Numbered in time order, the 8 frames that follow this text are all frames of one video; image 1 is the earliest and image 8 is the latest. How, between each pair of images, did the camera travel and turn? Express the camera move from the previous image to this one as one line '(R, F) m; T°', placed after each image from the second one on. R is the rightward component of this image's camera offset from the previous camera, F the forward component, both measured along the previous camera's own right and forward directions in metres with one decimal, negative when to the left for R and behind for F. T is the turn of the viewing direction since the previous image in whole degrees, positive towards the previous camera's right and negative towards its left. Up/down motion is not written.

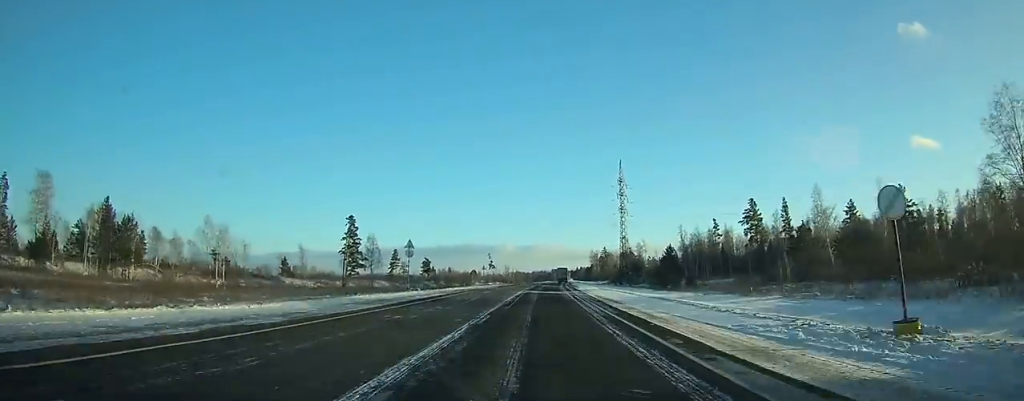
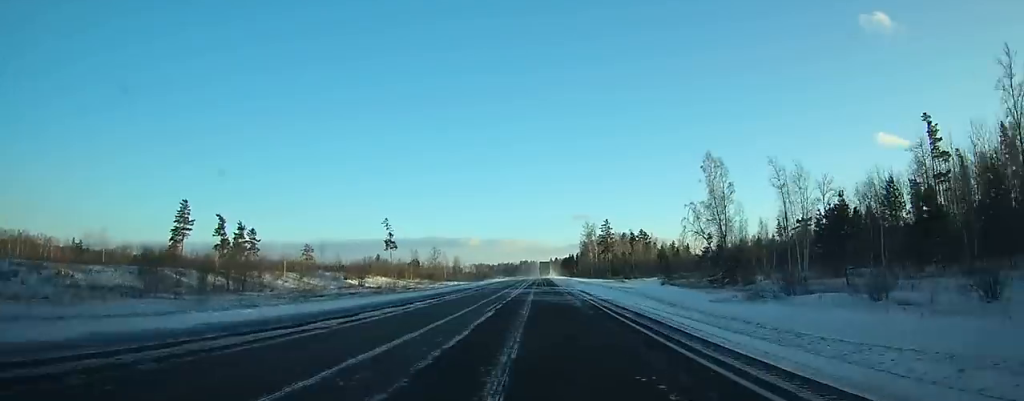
(+5.8, +159.5) m; +3°
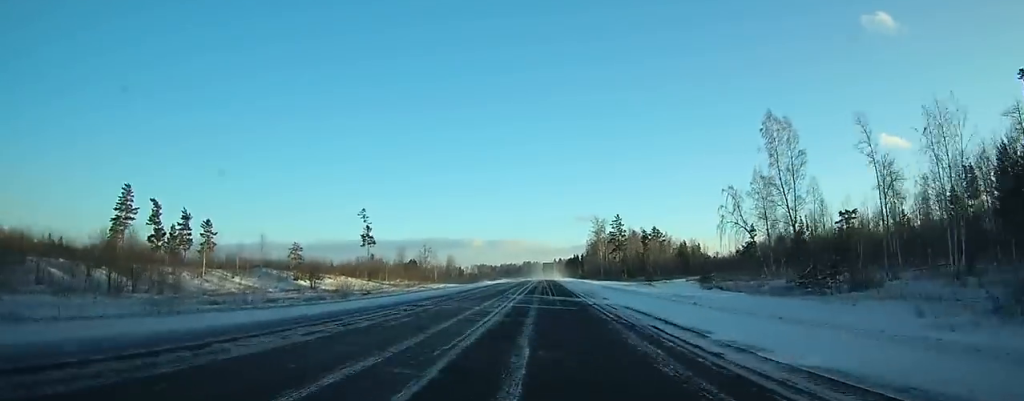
(0.0, +23.0) m; 0°
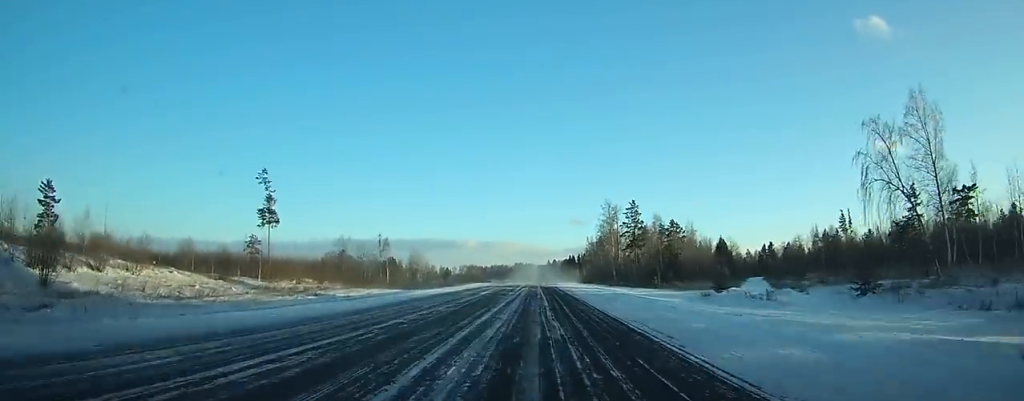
(-0.1, +45.9) m; 0°
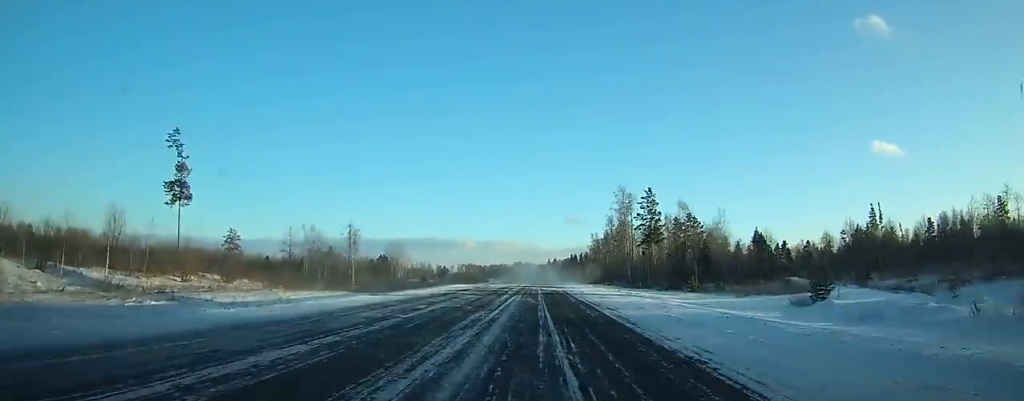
(0.0, +22.7) m; 0°
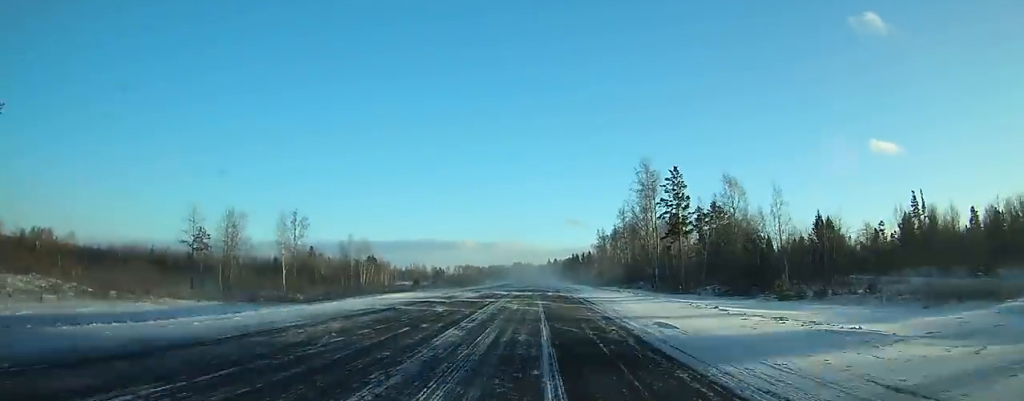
(0.0, +27.4) m; 0°
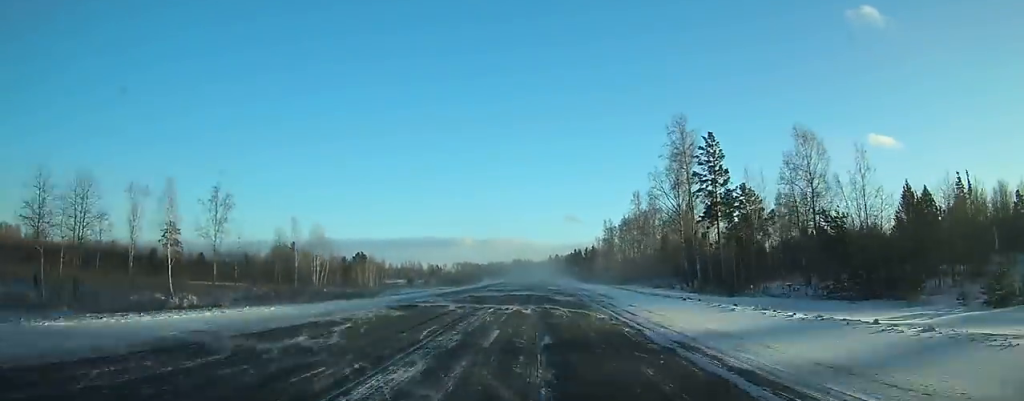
(+0.2, +23.9) m; 0°
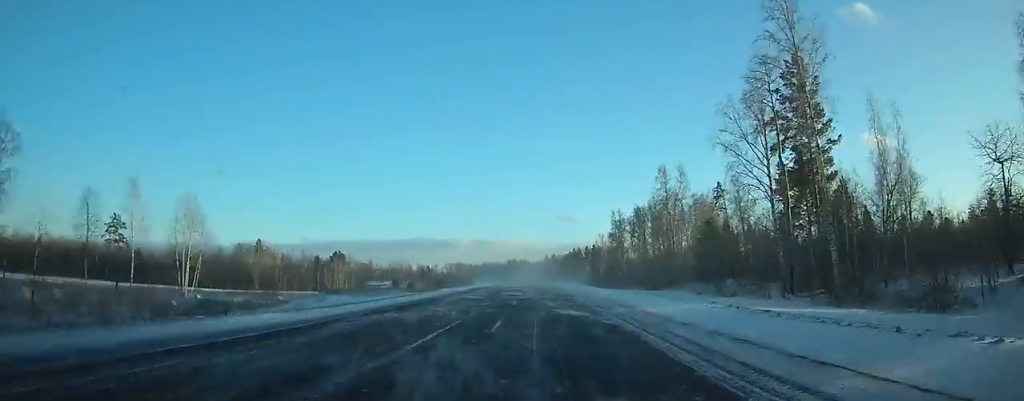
(+0.1, +33.2) m; 0°
